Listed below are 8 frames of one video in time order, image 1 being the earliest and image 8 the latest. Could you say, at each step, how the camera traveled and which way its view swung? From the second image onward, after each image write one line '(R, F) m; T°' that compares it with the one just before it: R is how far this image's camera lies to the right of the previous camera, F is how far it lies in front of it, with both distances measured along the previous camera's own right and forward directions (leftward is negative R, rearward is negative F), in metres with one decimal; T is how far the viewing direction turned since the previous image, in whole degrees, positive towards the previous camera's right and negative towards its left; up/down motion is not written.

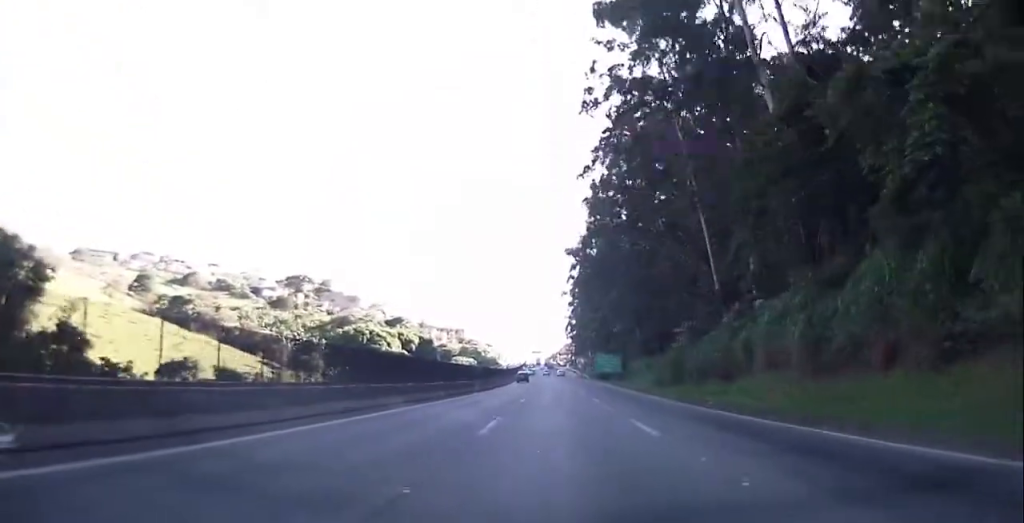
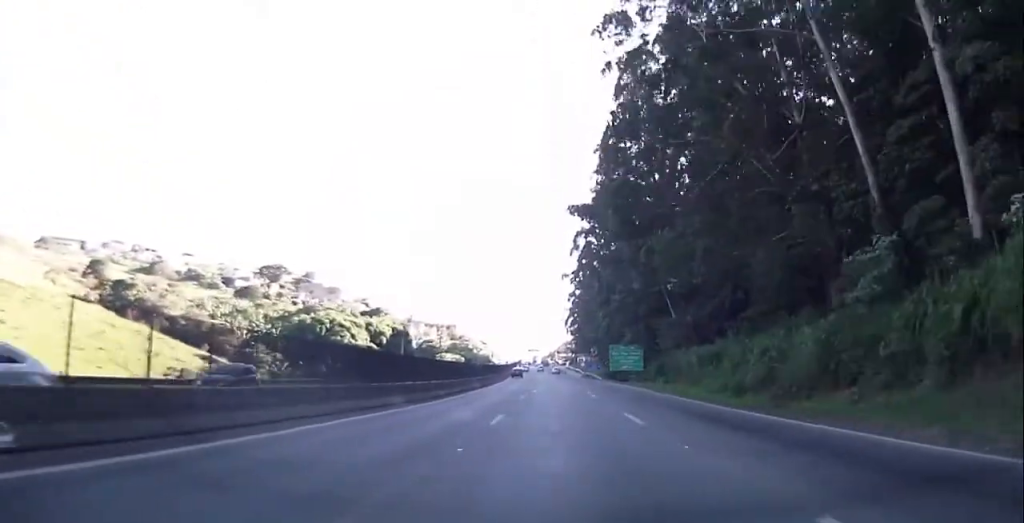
(+0.2, +28.8) m; 0°
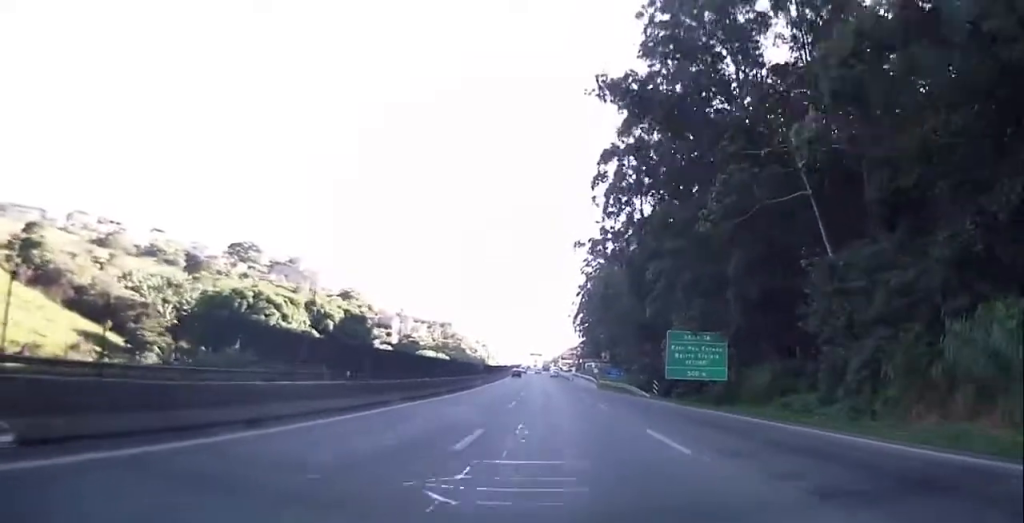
(-0.3, +38.9) m; 0°
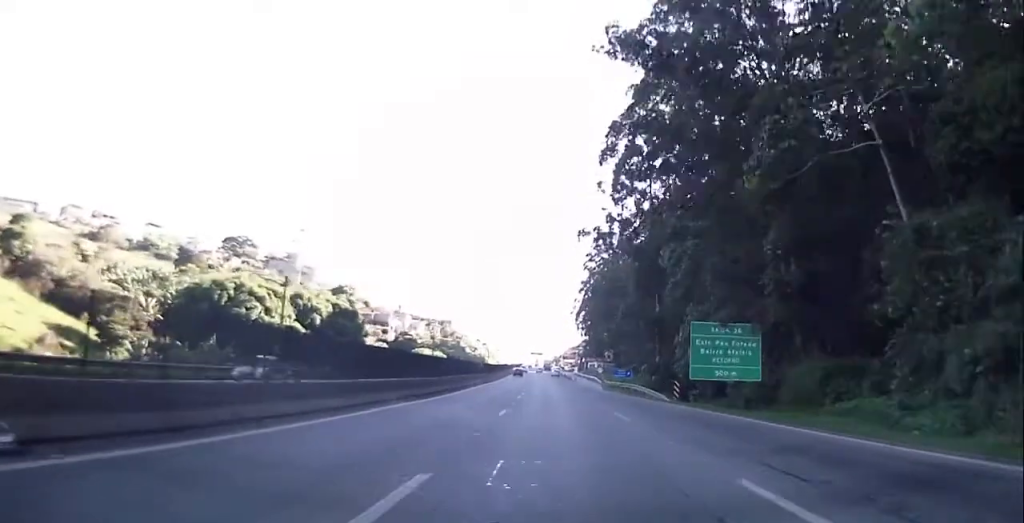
(+0.2, +7.0) m; 0°
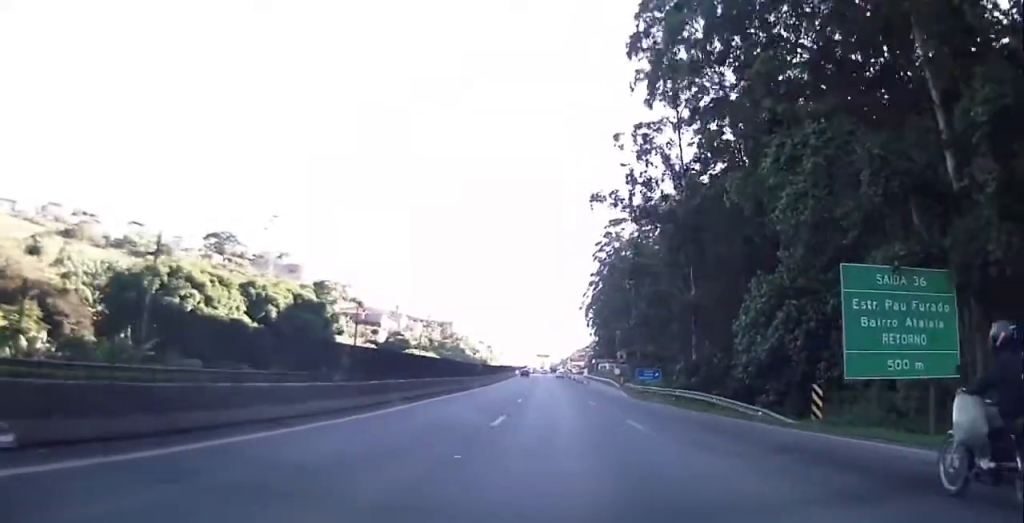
(-0.3, +19.0) m; -1°
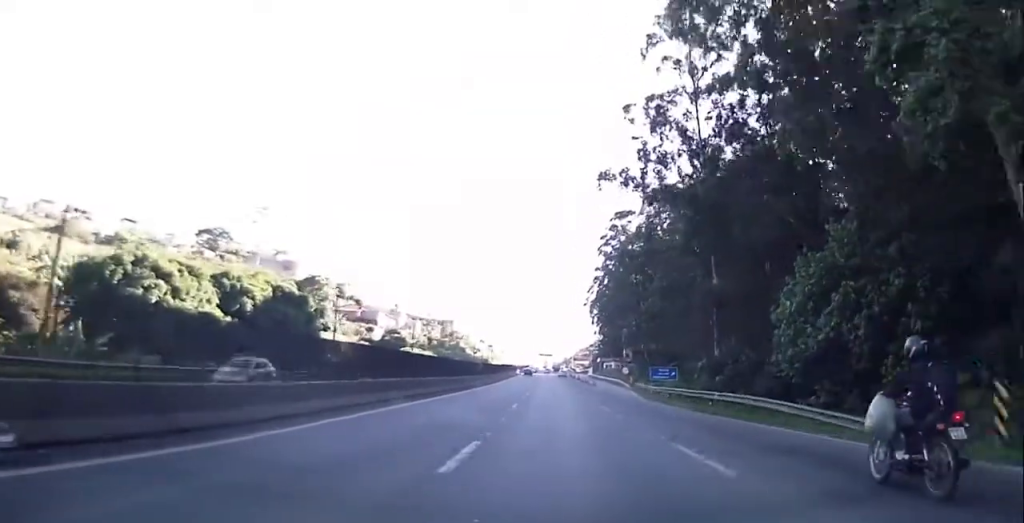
(0.0, +8.0) m; 0°
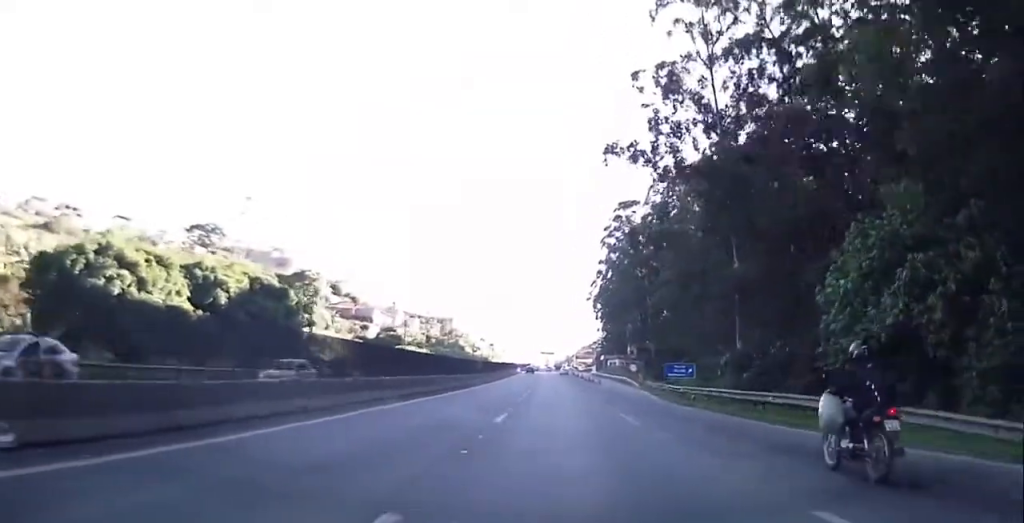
(+0.1, +6.8) m; 0°
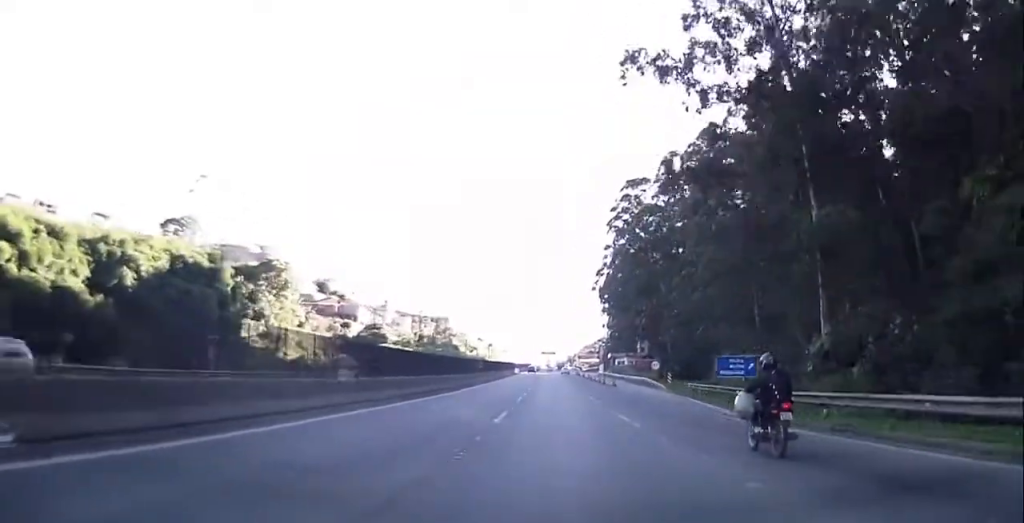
(-0.1, +17.0) m; -1°
